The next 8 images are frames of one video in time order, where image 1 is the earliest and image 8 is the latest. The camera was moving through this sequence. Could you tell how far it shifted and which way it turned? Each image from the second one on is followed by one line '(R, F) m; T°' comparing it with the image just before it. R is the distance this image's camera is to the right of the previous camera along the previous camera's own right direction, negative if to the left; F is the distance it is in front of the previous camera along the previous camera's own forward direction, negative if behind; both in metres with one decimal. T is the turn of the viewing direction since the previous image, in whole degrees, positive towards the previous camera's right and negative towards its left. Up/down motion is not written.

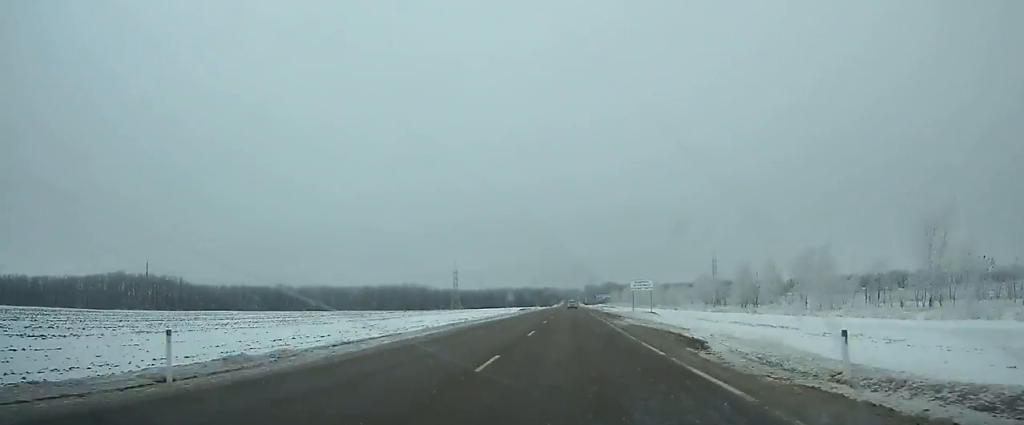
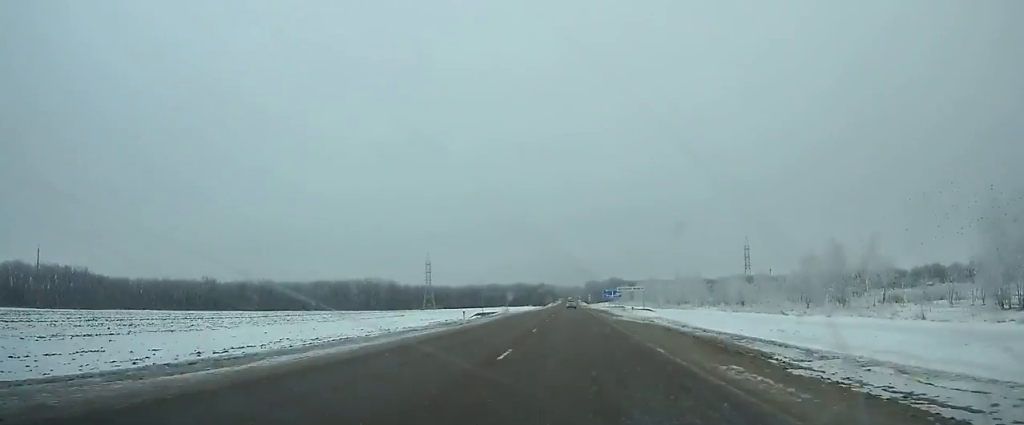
(+0.1, +74.4) m; 0°
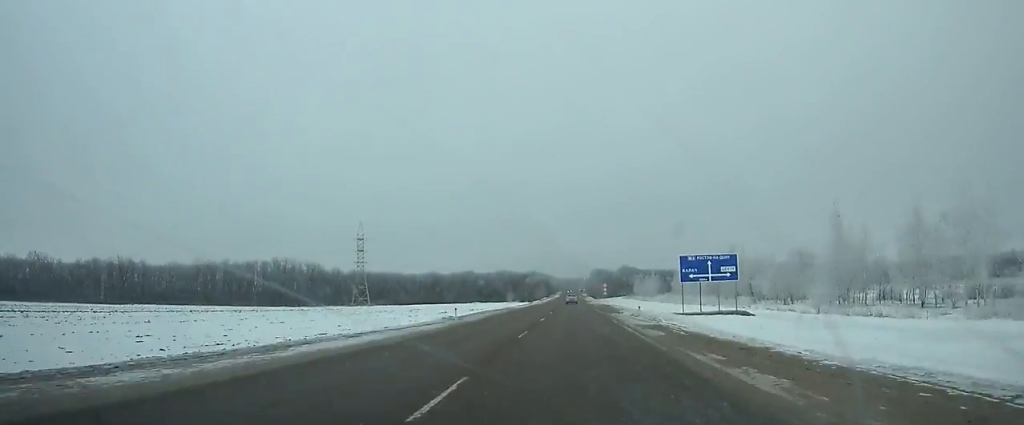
(-0.1, +102.3) m; 0°
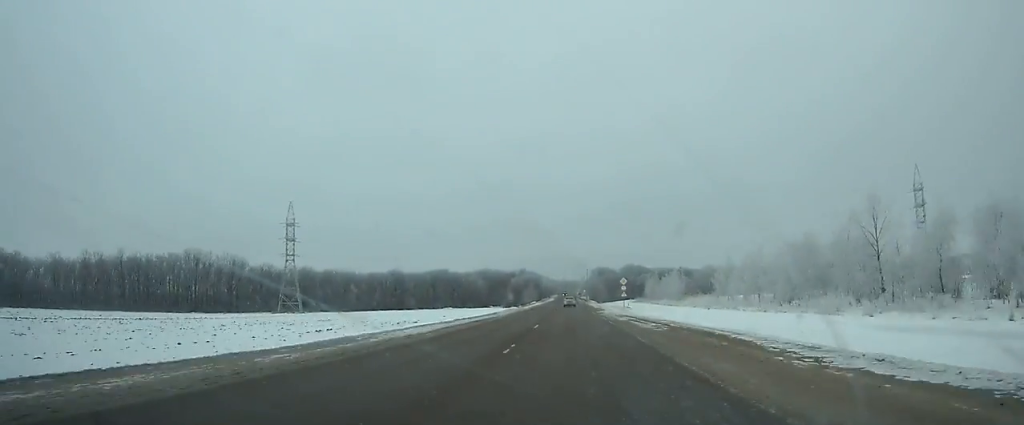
(+0.1, +51.4) m; 0°
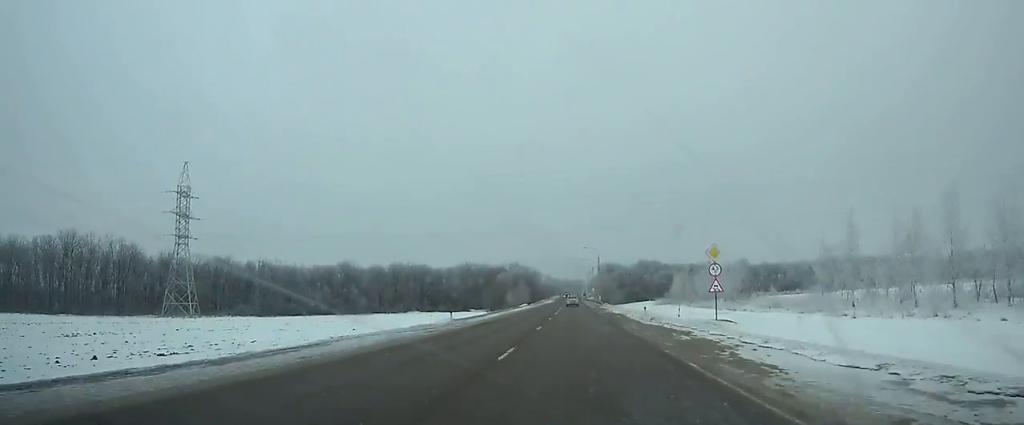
(0.0, +50.6) m; 0°
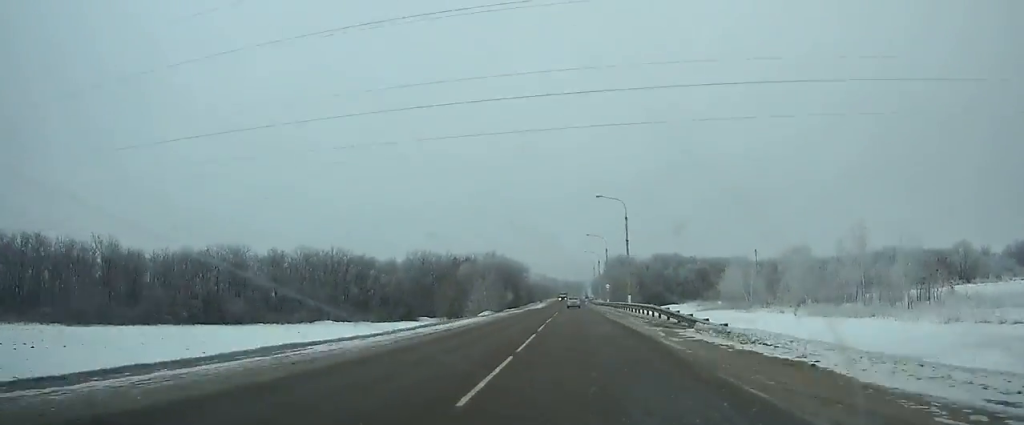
(0.0, +56.8) m; 0°
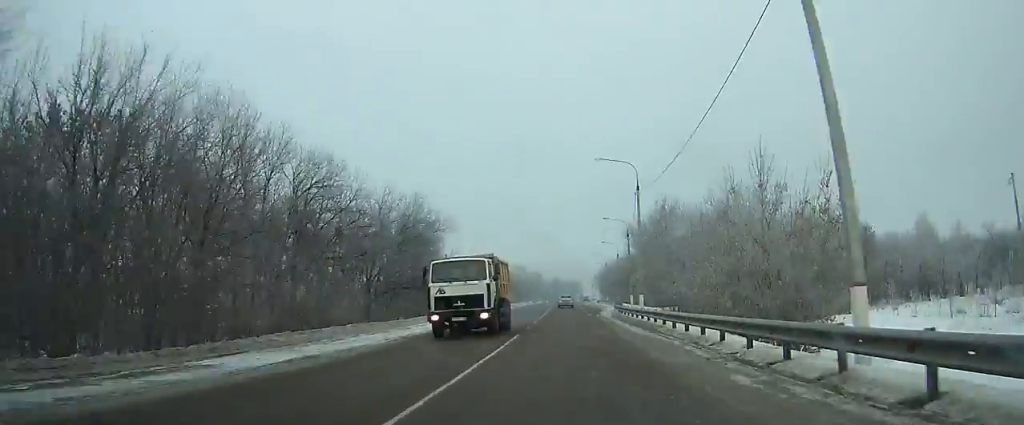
(+0.2, +102.1) m; 0°
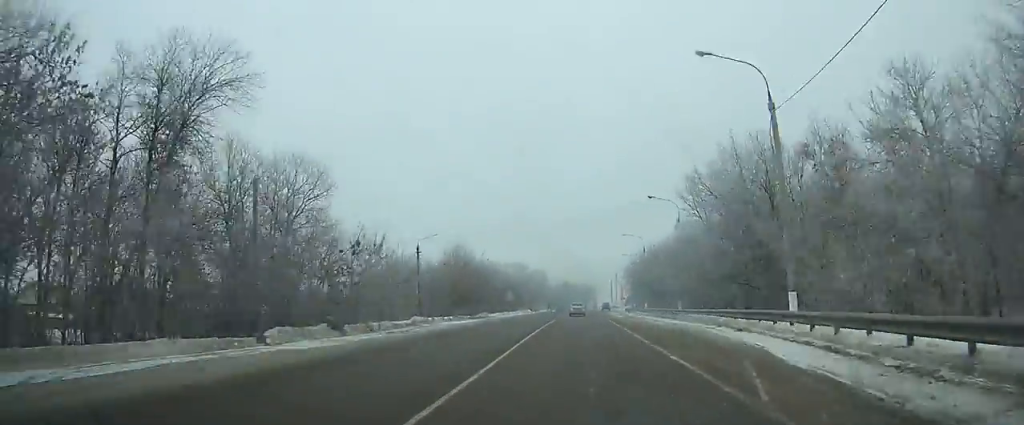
(+0.1, +47.4) m; 0°
